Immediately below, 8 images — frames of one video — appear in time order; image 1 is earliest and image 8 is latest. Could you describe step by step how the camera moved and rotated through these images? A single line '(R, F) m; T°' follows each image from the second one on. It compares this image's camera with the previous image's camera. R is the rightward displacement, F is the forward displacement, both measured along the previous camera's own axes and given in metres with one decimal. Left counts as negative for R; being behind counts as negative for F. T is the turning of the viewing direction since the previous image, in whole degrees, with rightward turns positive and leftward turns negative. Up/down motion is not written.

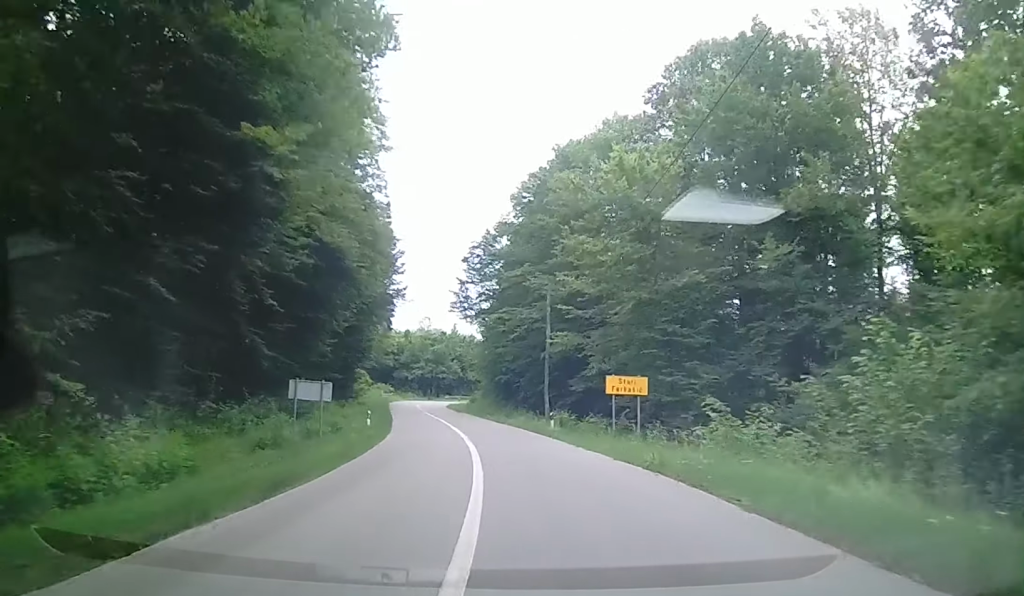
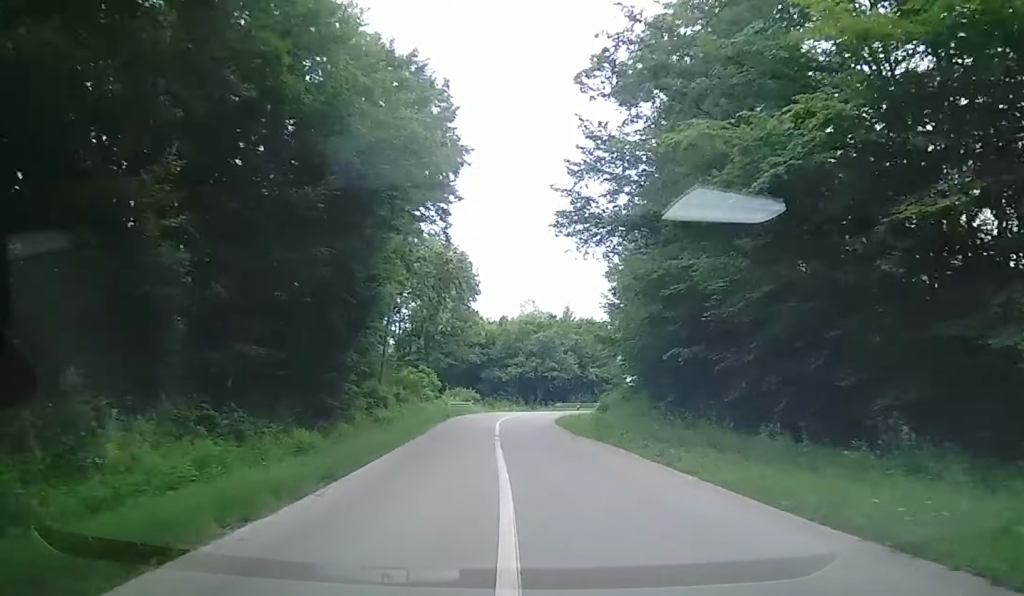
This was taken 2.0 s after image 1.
(-1.4, +30.8) m; -7°
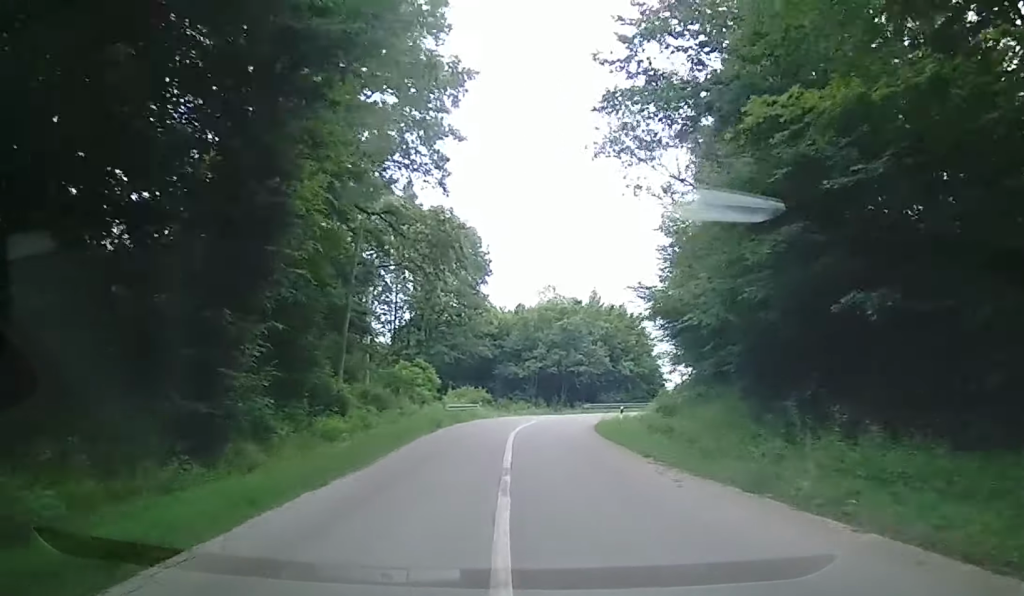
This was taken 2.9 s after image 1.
(-0.2, +11.9) m; 0°
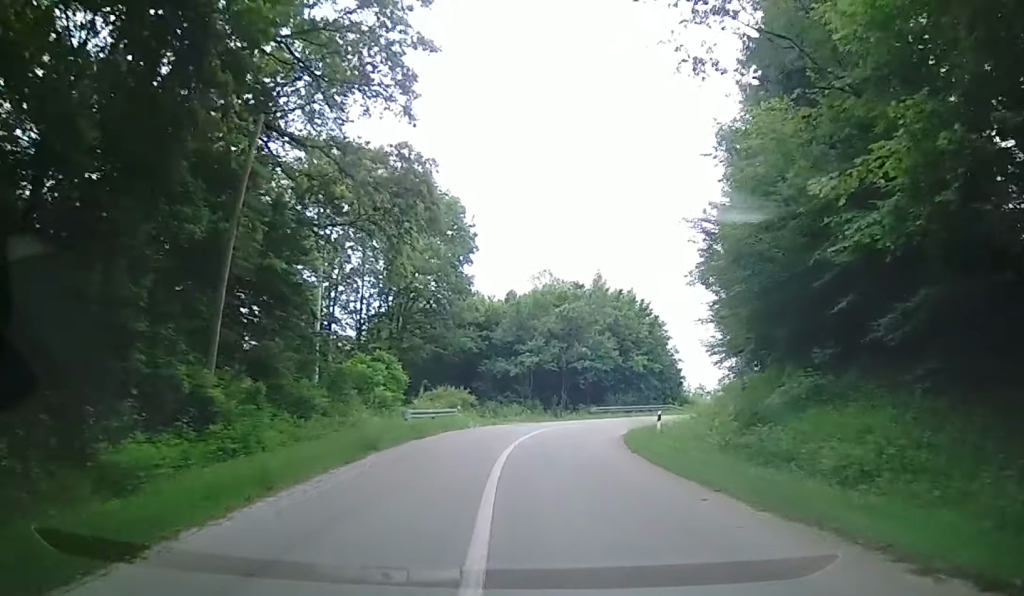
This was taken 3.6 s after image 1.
(+0.1, +10.4) m; +1°
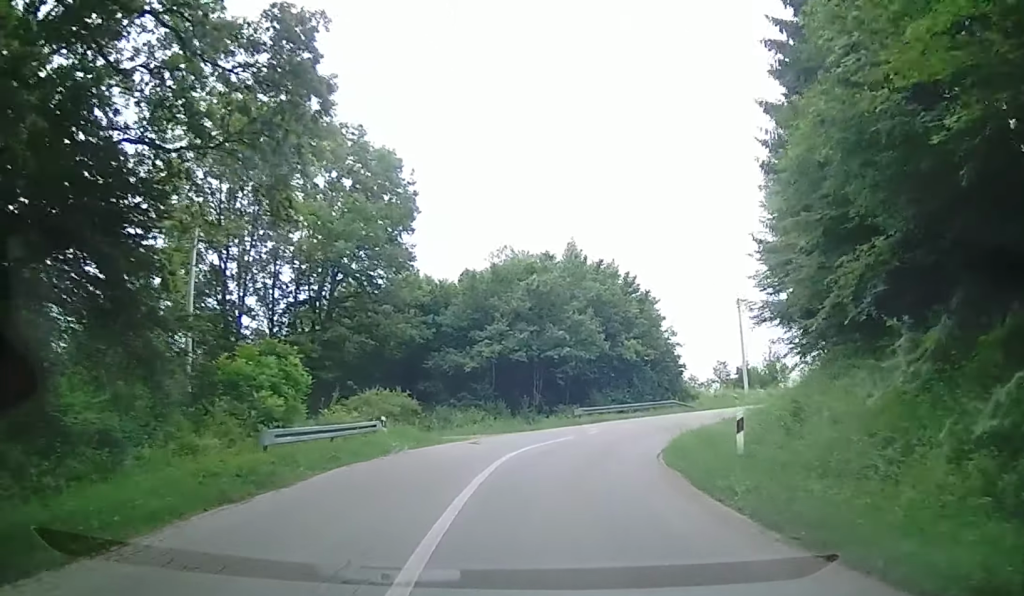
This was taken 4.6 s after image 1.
(+0.2, +11.9) m; +3°
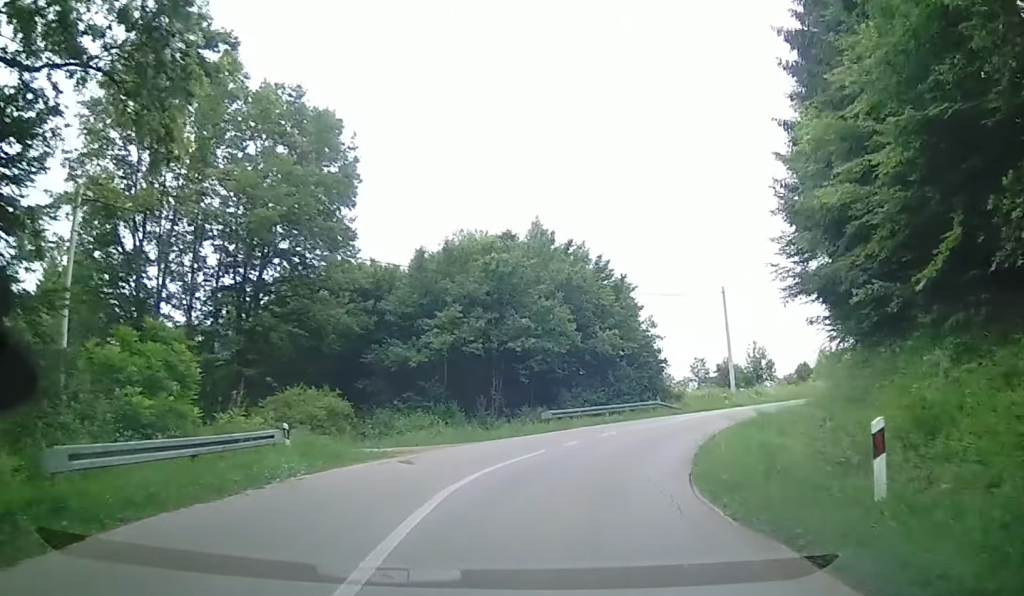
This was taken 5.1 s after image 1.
(0.0, +6.4) m; +2°
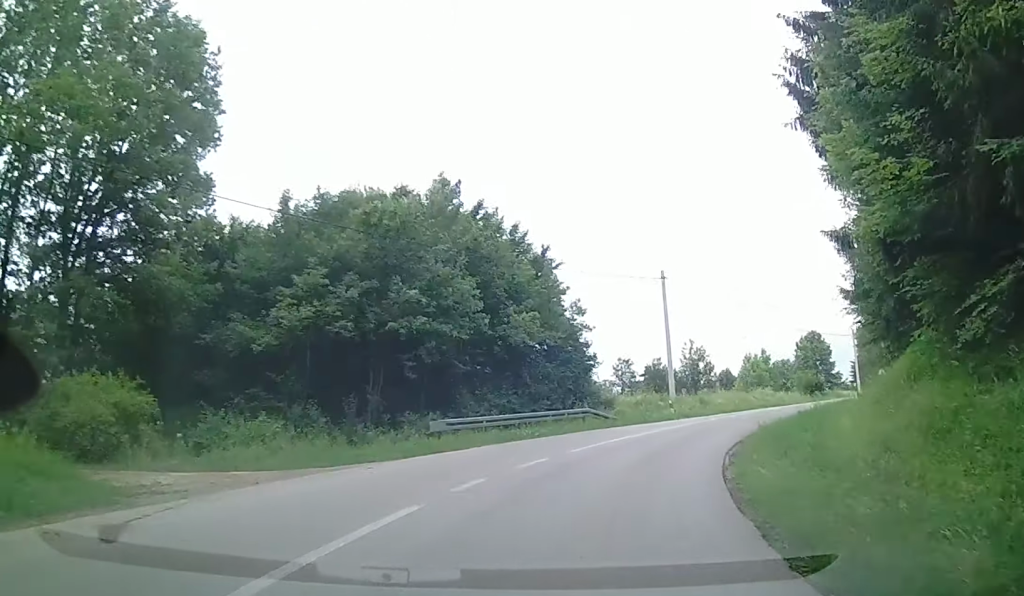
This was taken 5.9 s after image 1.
(+0.3, +9.1) m; +5°
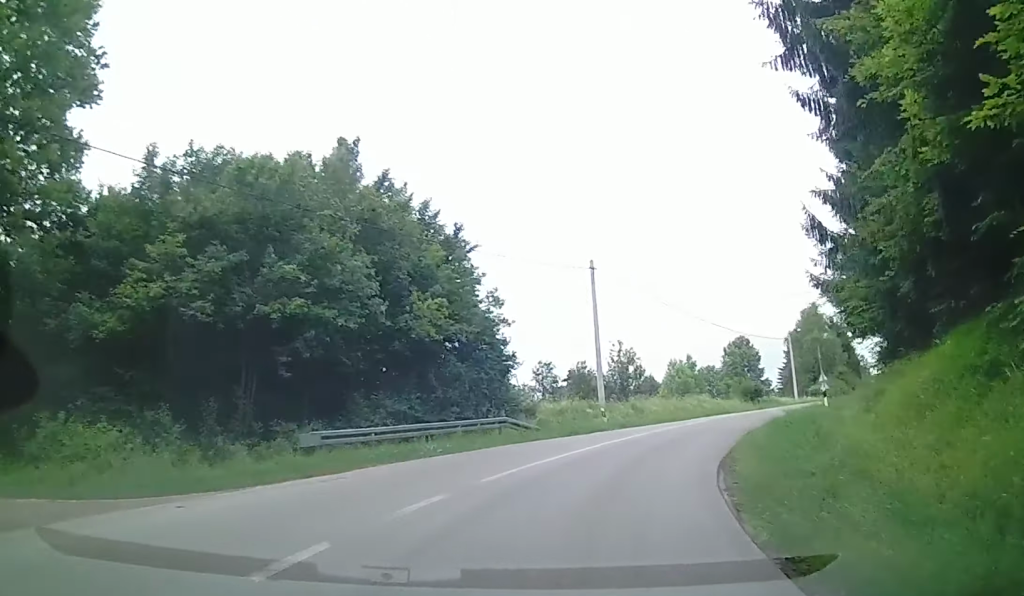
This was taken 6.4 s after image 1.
(0.0, +5.3) m; +1°
